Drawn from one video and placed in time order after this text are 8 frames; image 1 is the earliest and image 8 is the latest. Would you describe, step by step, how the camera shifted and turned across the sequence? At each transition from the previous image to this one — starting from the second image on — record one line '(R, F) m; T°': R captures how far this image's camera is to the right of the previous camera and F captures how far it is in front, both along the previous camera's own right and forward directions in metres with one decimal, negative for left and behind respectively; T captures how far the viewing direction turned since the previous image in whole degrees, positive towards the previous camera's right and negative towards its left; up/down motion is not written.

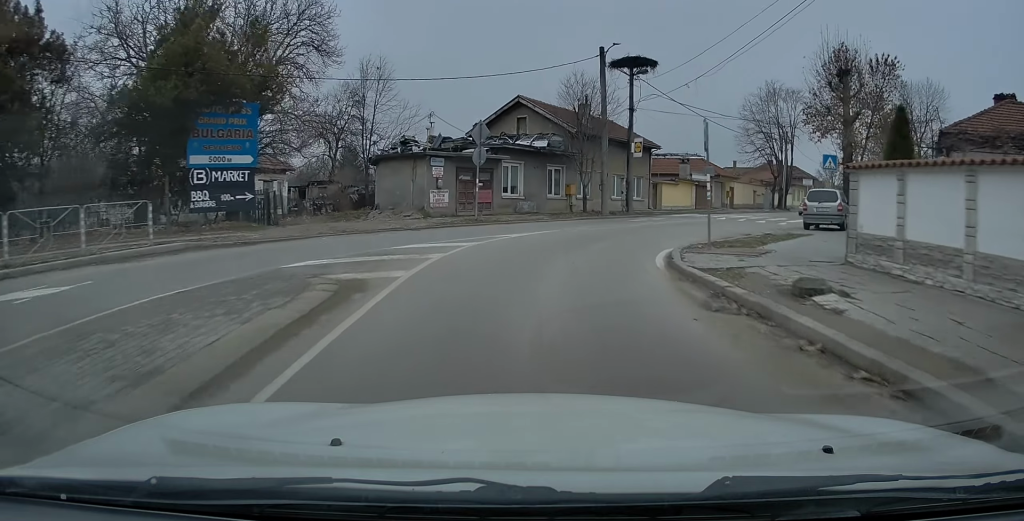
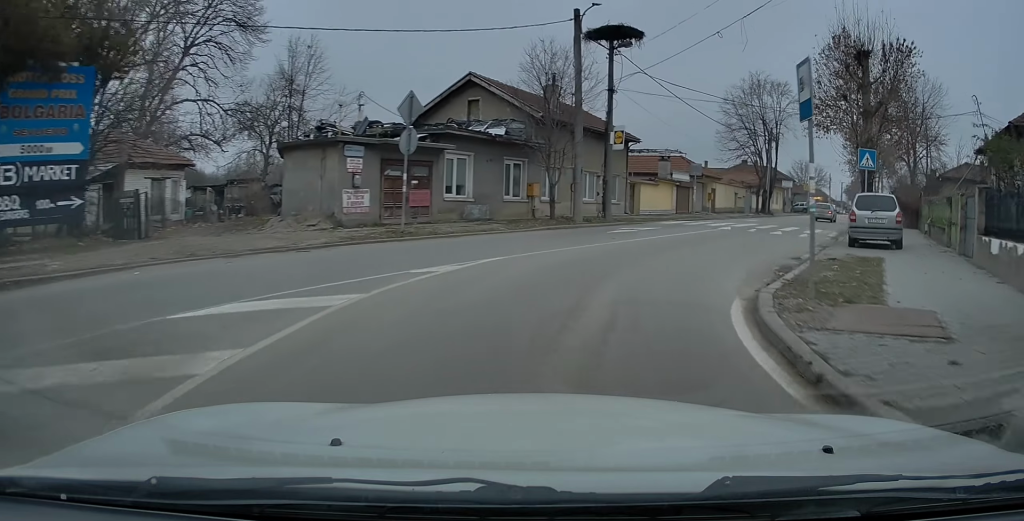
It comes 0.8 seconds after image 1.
(+0.1, +7.0) m; +5°
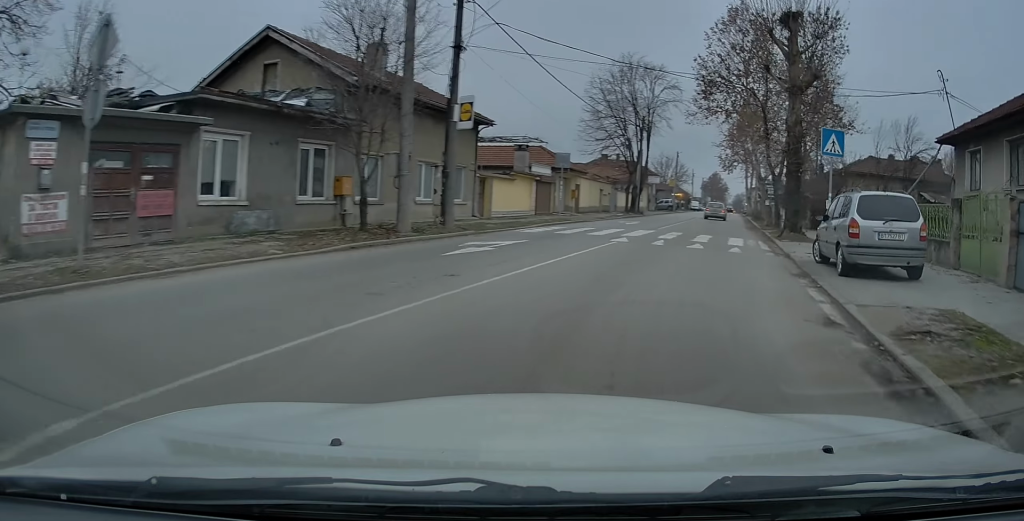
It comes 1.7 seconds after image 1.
(+0.4, +8.0) m; +10°
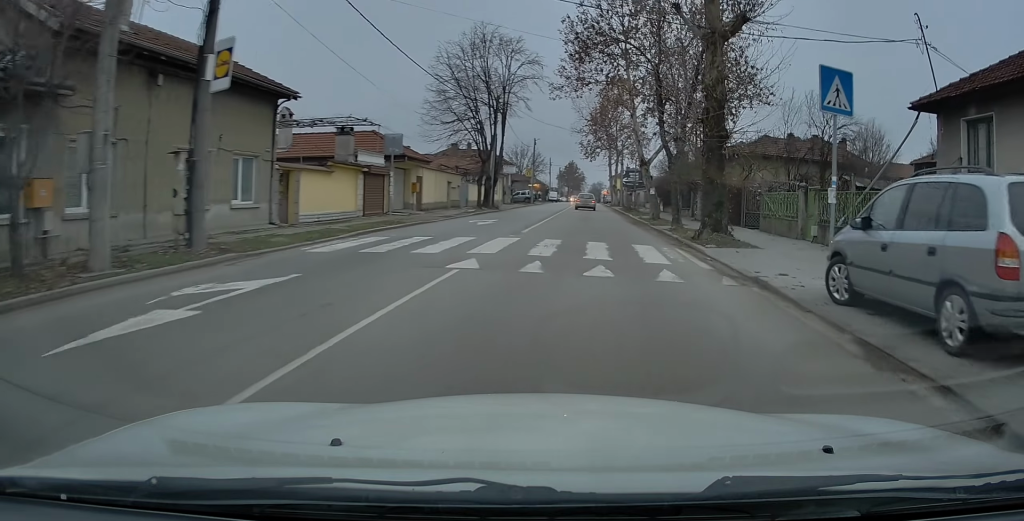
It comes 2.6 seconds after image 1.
(+0.8, +7.5) m; +11°
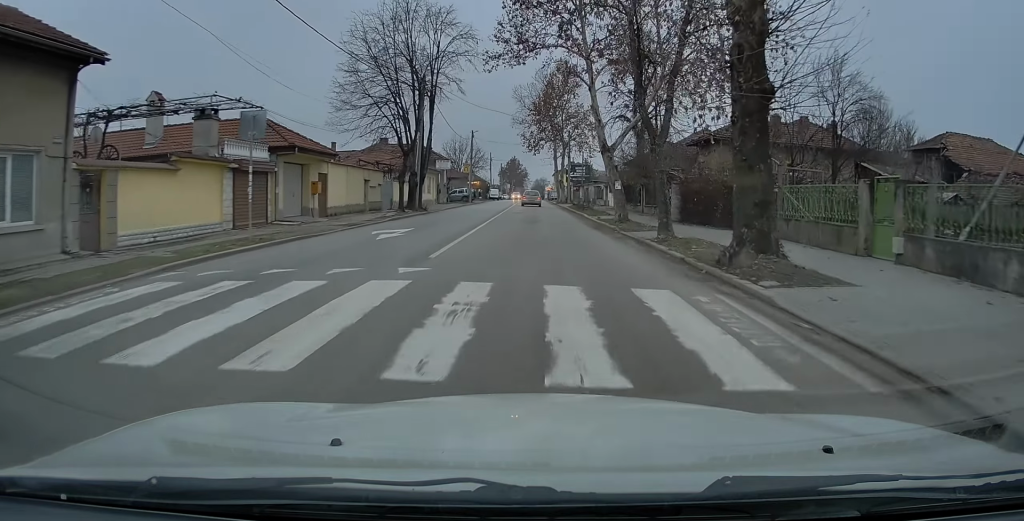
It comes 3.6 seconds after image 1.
(+0.7, +7.6) m; +6°
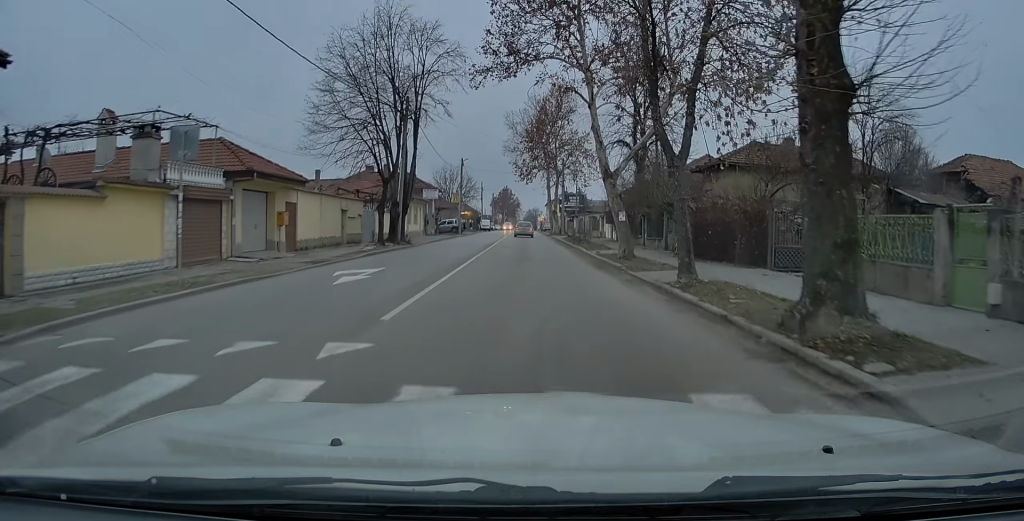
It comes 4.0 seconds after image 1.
(+0.1, +3.2) m; 0°
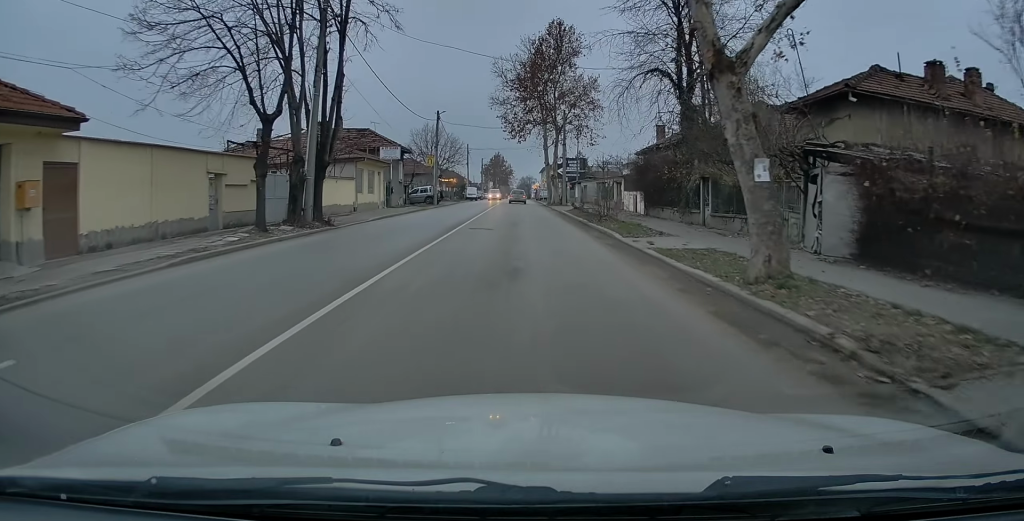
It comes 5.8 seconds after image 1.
(+0.2, +14.2) m; +2°
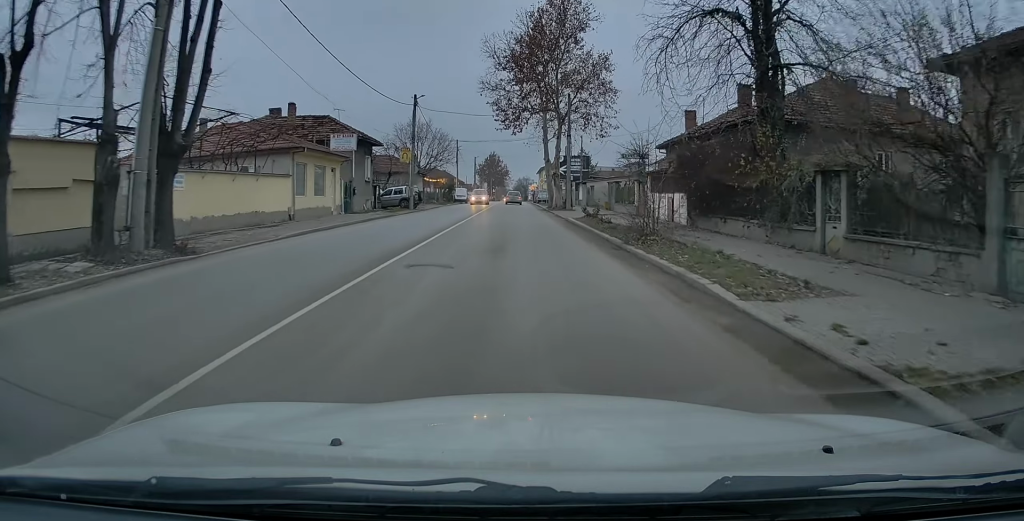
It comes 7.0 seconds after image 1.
(0.0, +10.0) m; -1°
